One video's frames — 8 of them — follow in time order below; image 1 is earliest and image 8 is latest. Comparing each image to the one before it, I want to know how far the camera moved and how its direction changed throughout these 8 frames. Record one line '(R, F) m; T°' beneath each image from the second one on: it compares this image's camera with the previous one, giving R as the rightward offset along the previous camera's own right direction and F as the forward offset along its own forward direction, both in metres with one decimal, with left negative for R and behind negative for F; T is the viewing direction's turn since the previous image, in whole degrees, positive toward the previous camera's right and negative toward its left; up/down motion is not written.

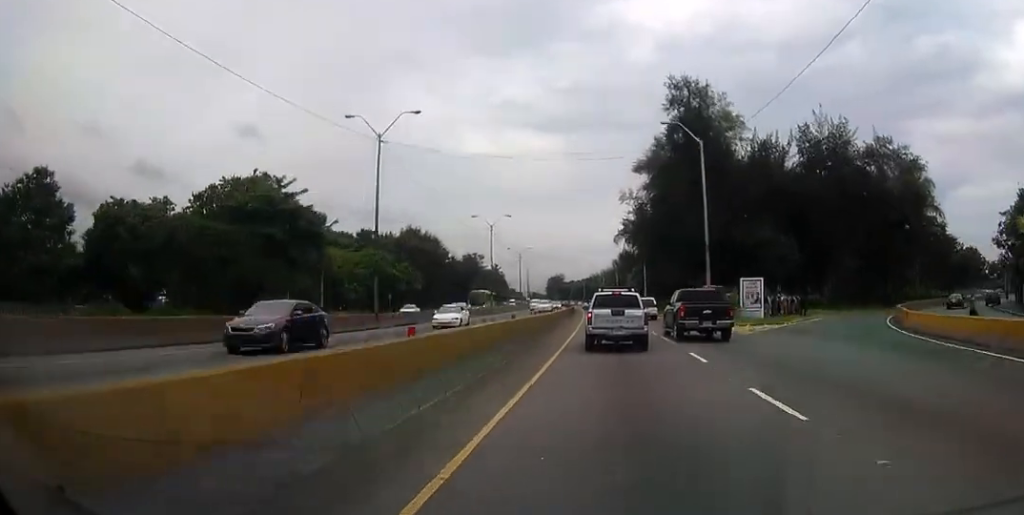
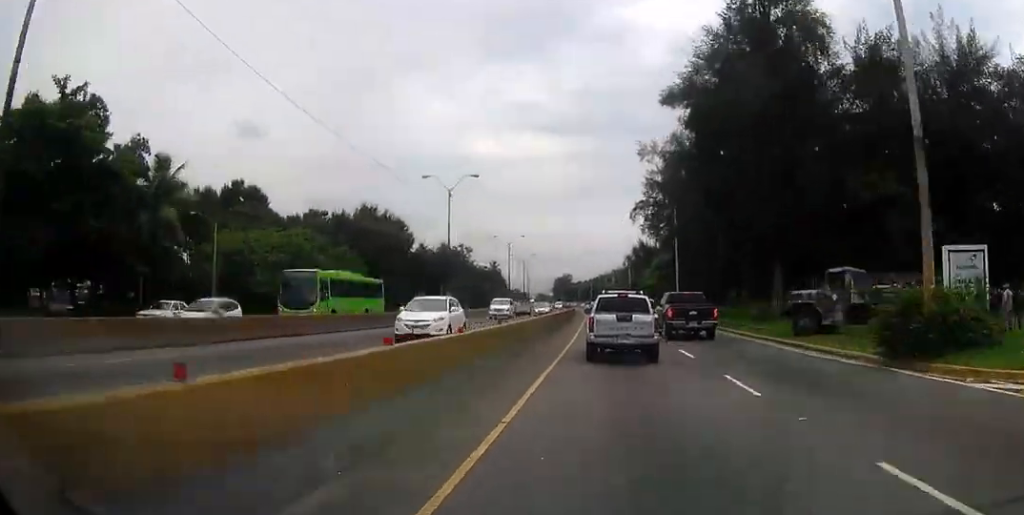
(-0.1, +28.2) m; -1°
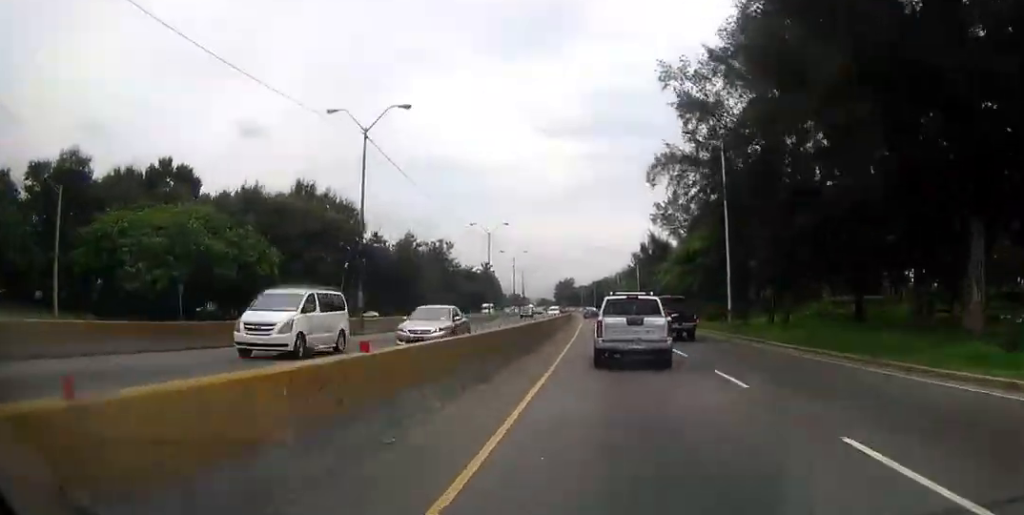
(-0.2, +23.2) m; -1°
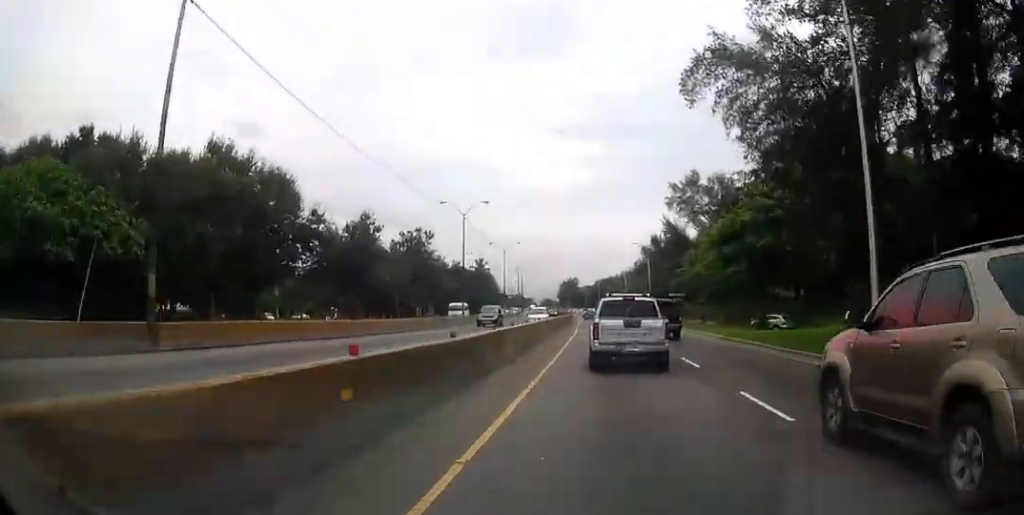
(-0.1, +19.8) m; -1°
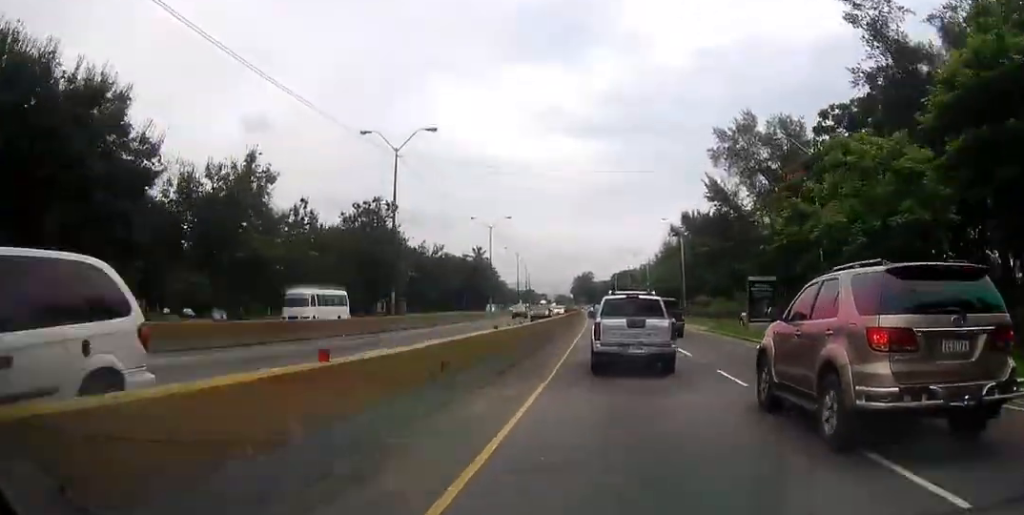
(-0.2, +27.5) m; -1°
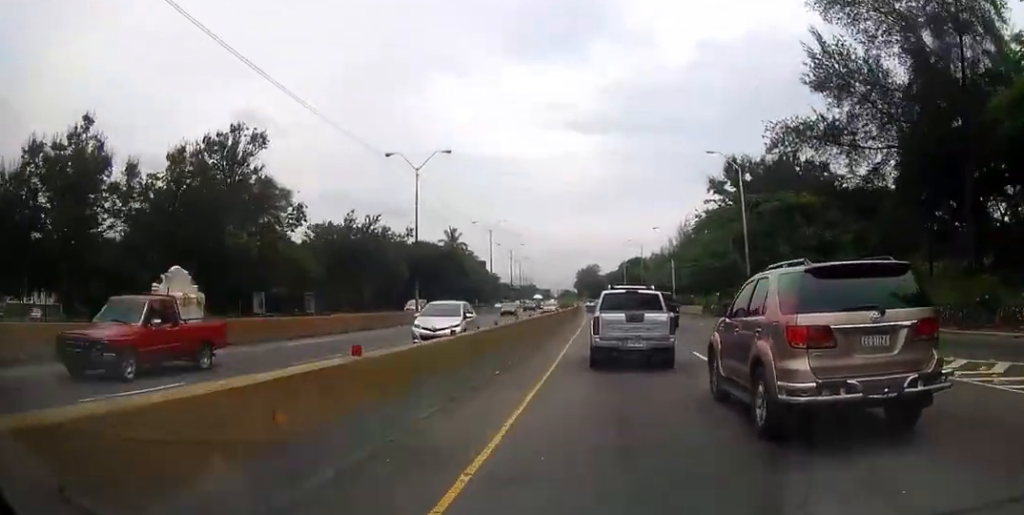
(-0.4, +37.1) m; -1°
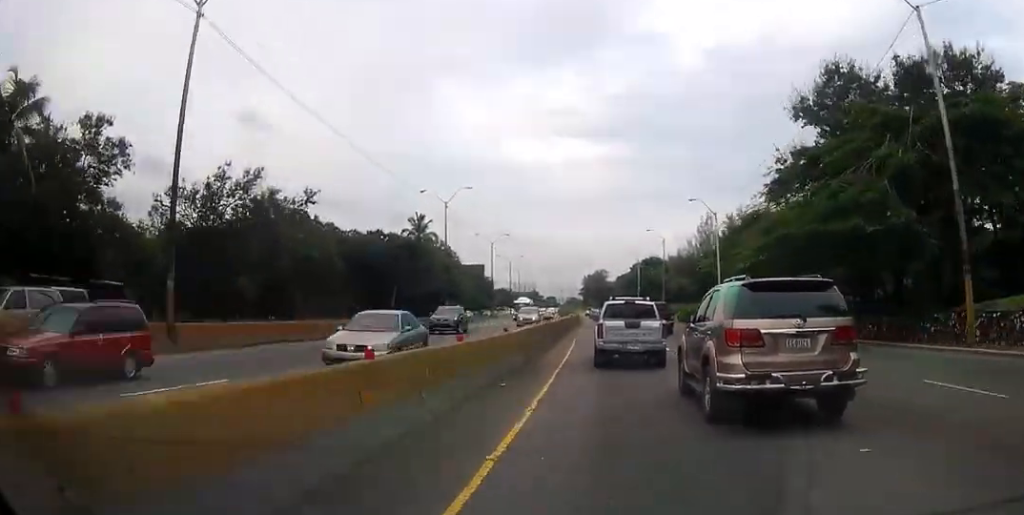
(-0.3, +32.3) m; -1°
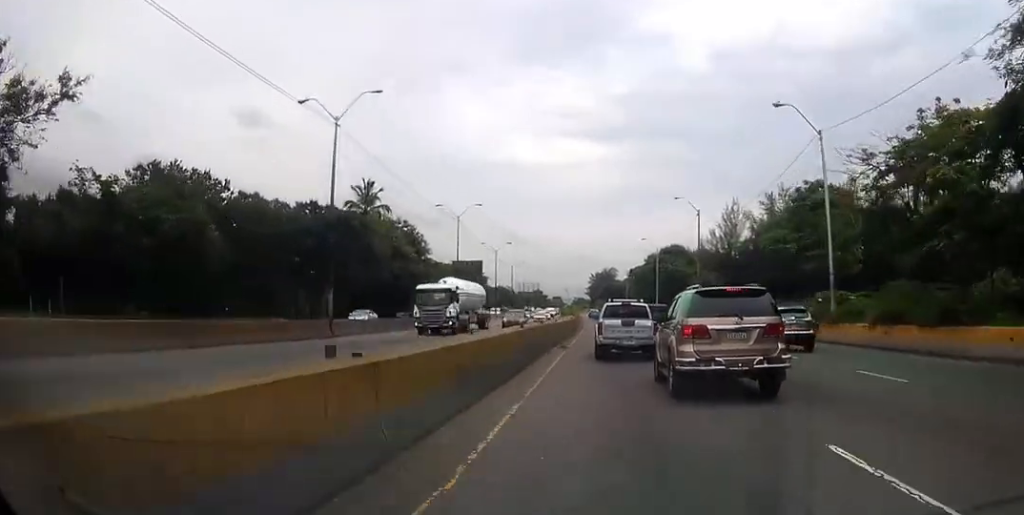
(-0.1, +29.1) m; 0°
